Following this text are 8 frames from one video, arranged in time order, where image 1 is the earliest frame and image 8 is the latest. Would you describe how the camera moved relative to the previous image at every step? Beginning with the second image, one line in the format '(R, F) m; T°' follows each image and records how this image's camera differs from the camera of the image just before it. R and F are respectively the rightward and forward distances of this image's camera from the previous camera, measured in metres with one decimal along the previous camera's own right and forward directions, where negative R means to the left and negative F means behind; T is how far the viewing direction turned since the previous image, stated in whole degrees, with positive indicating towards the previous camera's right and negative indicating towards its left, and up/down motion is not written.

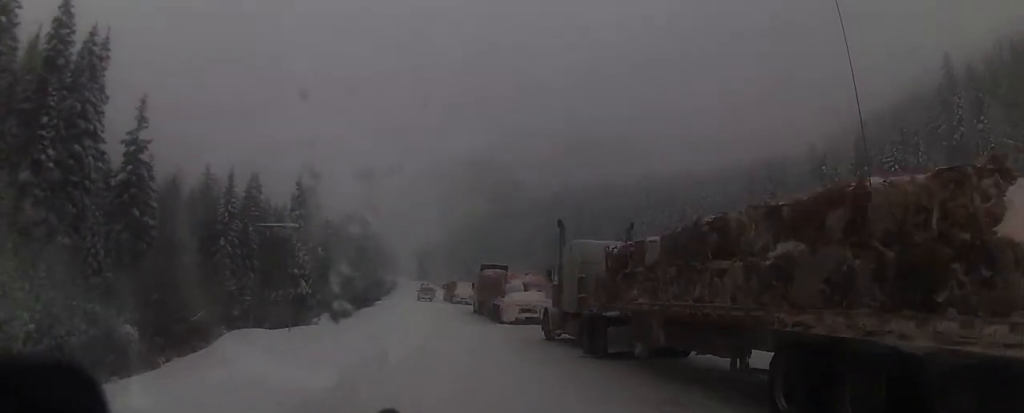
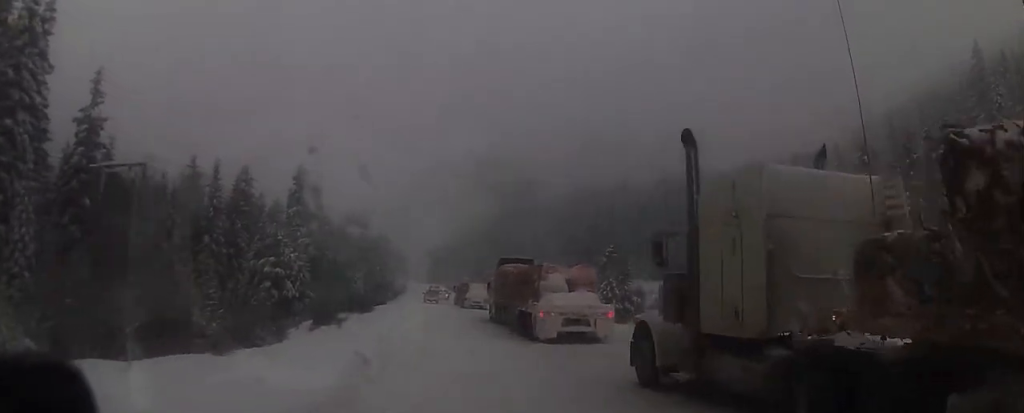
(0.0, +12.2) m; -1°
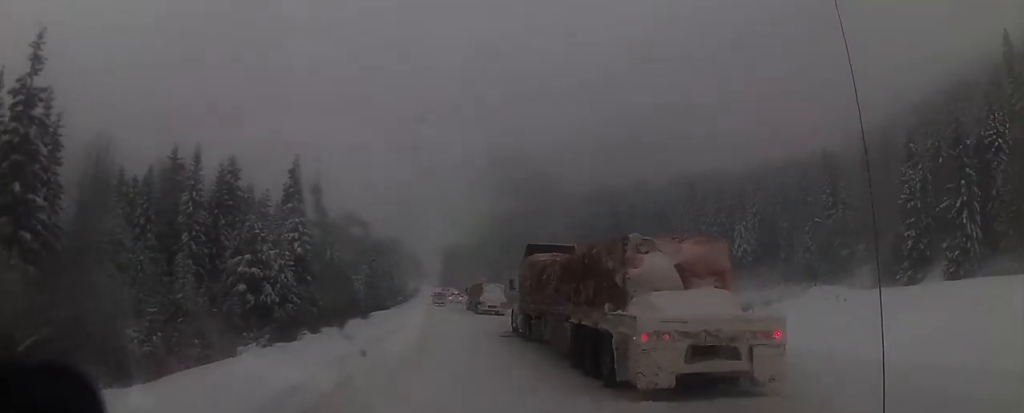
(-0.1, +11.5) m; -2°
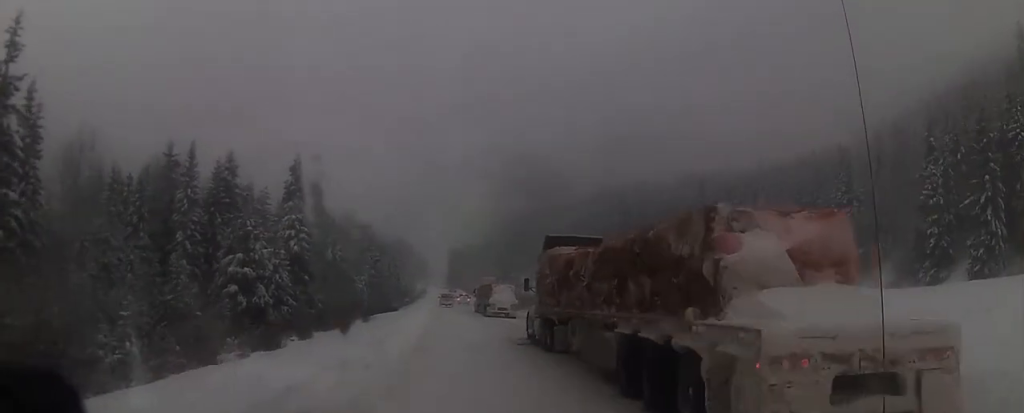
(0.0, +4.1) m; -1°
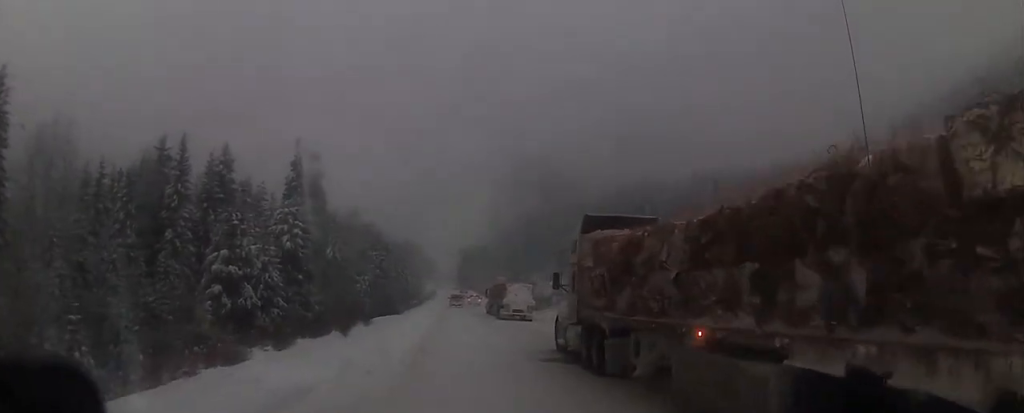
(-0.1, +6.0) m; 0°
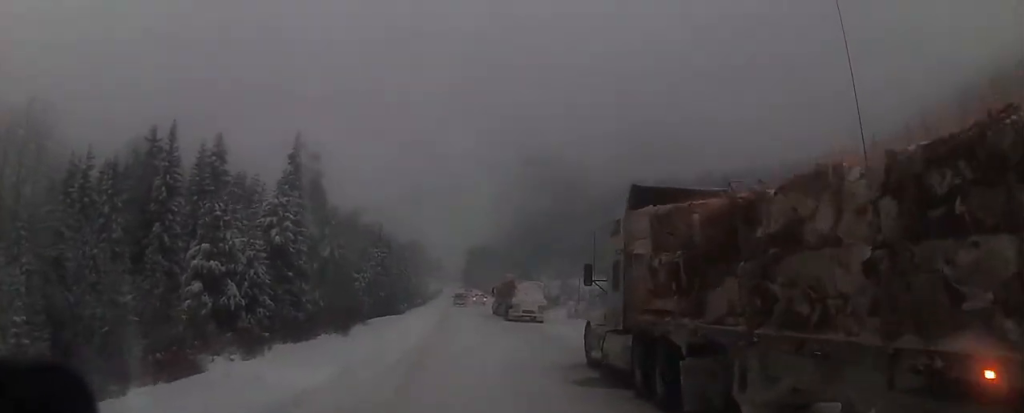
(0.0, +4.6) m; 0°
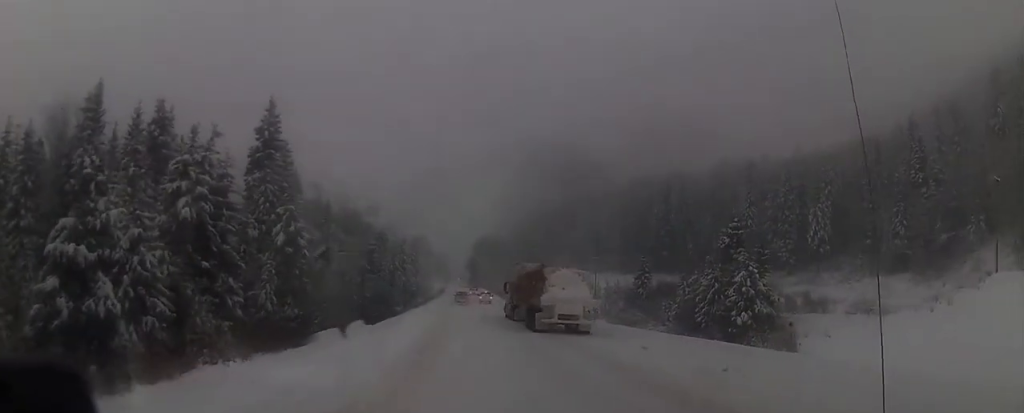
(-0.1, +17.2) m; -1°
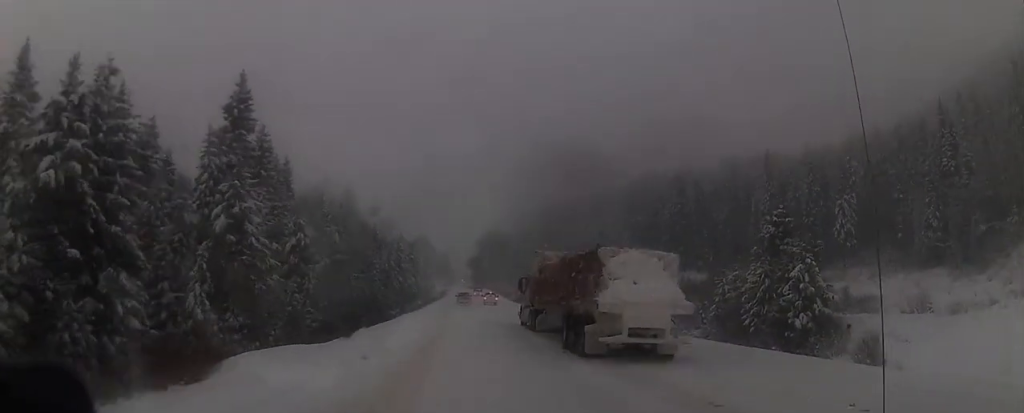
(0.0, +12.4) m; -2°
